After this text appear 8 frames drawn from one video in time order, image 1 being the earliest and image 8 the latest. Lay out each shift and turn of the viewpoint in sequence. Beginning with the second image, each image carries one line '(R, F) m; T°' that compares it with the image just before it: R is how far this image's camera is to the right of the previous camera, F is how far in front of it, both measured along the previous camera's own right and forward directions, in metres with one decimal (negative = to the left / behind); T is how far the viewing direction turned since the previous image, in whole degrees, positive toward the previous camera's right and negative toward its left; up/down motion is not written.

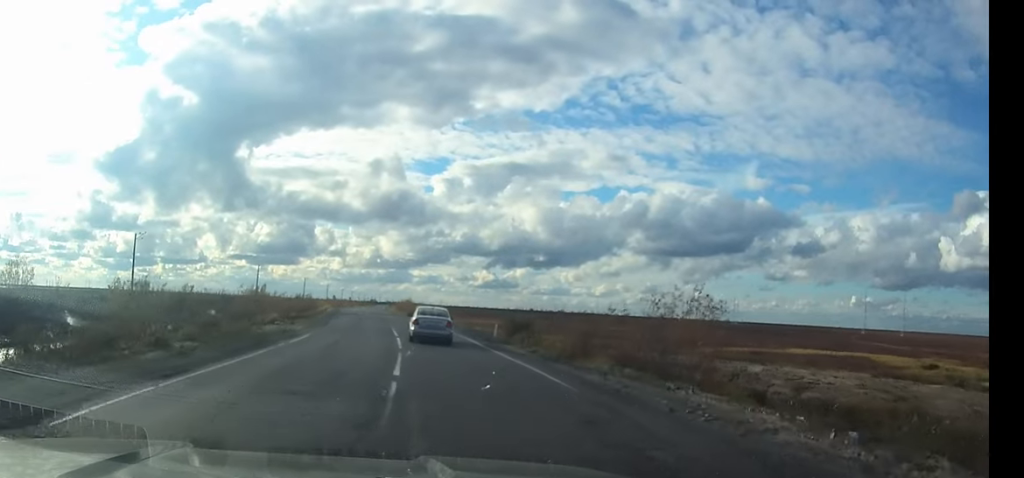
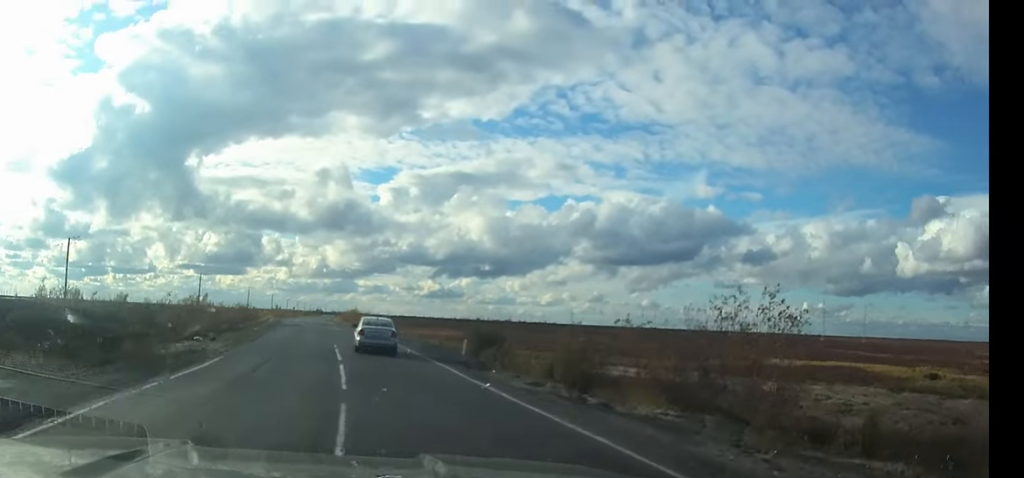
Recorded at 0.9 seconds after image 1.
(+0.1, +8.2) m; +1°
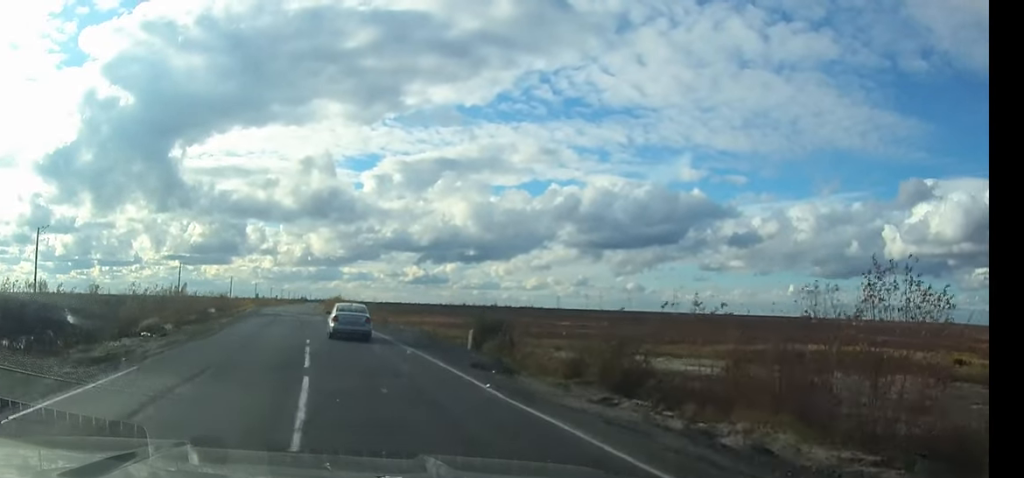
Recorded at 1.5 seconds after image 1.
(+0.1, +6.4) m; 0°
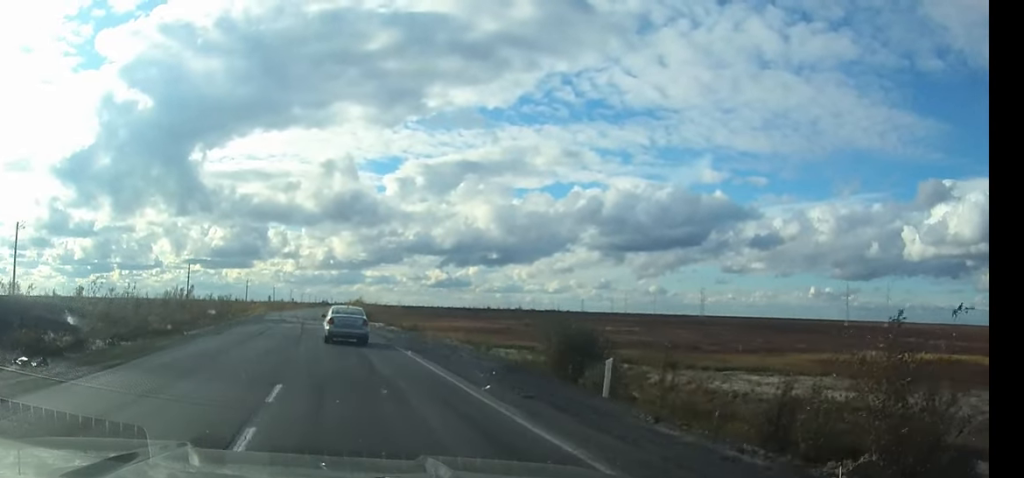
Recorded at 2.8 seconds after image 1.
(-0.1, +12.4) m; -2°
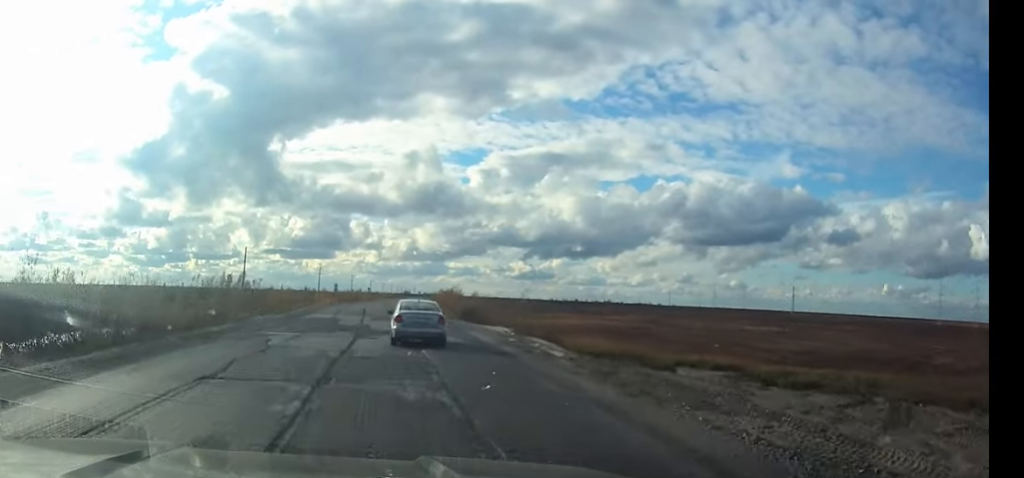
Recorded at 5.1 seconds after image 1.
(-1.2, +23.5) m; -4°
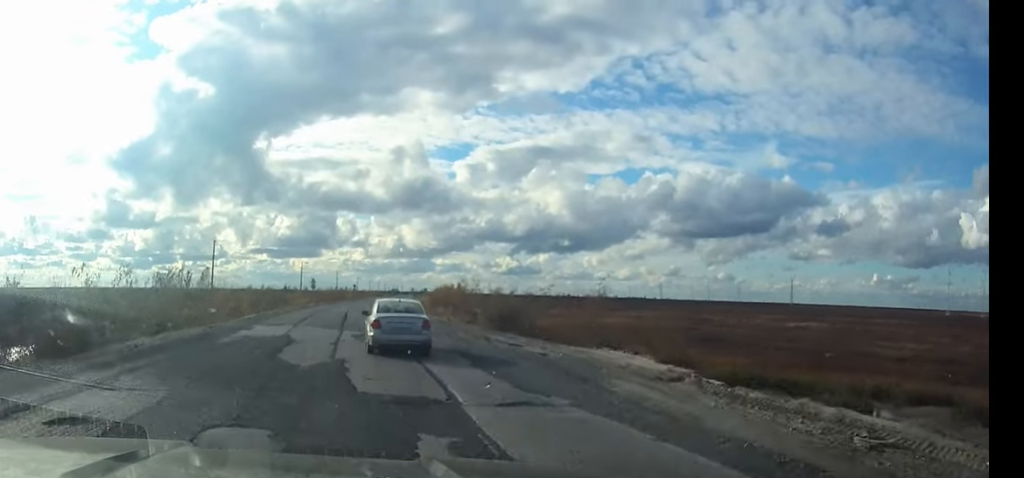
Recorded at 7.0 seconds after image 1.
(-0.1, +18.9) m; 0°
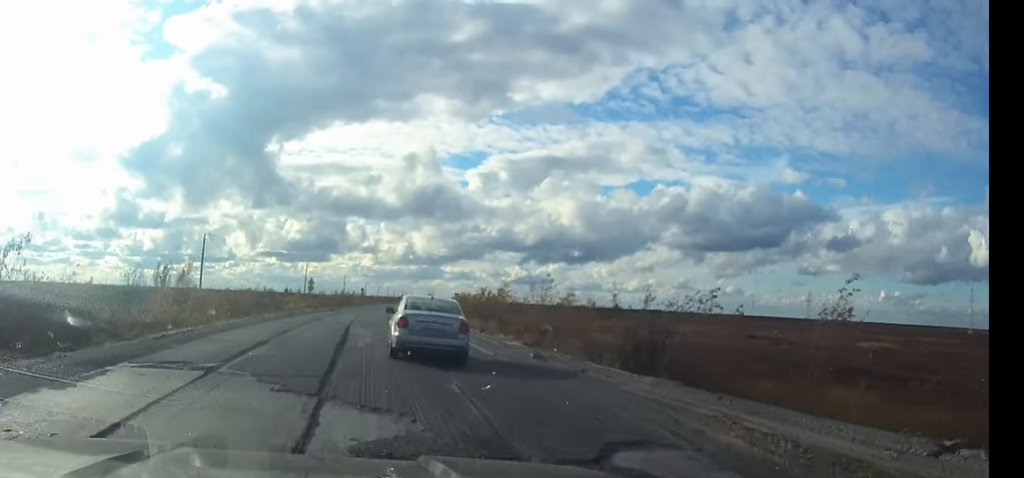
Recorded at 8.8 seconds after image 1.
(-0.1, +16.4) m; -1°
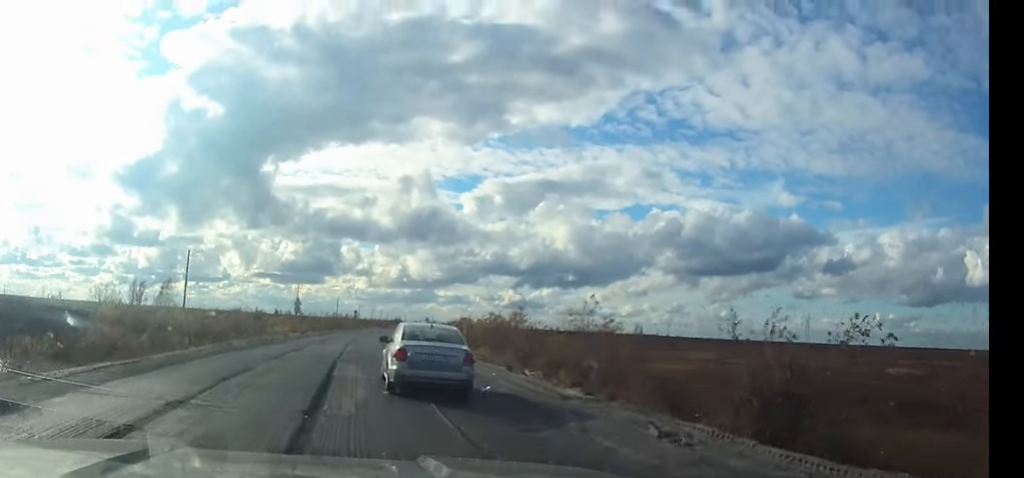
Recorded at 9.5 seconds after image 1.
(0.0, +7.9) m; 0°
